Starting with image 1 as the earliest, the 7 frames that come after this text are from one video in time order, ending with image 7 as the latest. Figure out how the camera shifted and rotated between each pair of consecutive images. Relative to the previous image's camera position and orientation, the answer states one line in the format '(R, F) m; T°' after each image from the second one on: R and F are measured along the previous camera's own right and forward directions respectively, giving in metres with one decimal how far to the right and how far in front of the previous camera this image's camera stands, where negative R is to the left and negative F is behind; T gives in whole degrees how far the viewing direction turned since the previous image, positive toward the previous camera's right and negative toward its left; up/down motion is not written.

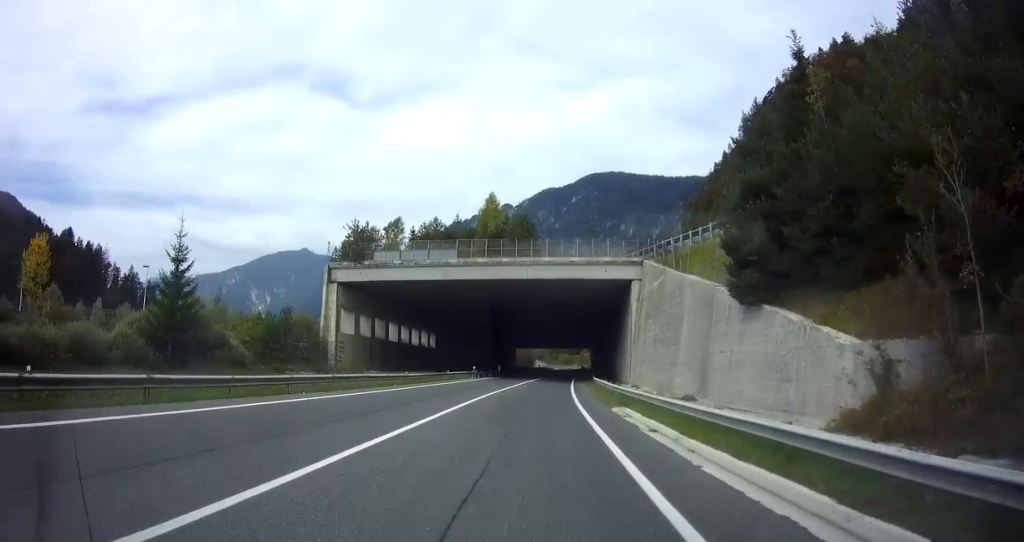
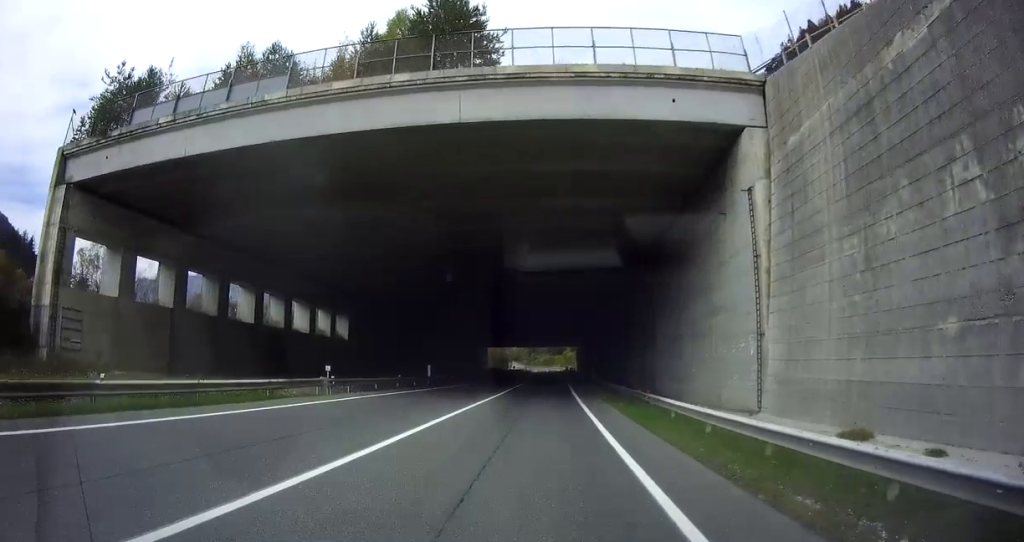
(+0.6, +36.2) m; +3°
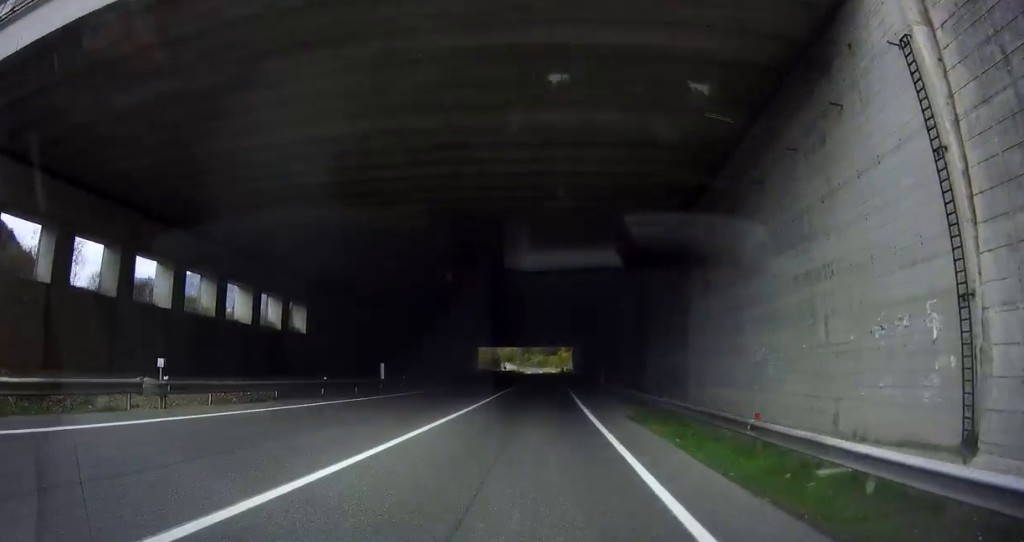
(+0.2, +10.3) m; +1°
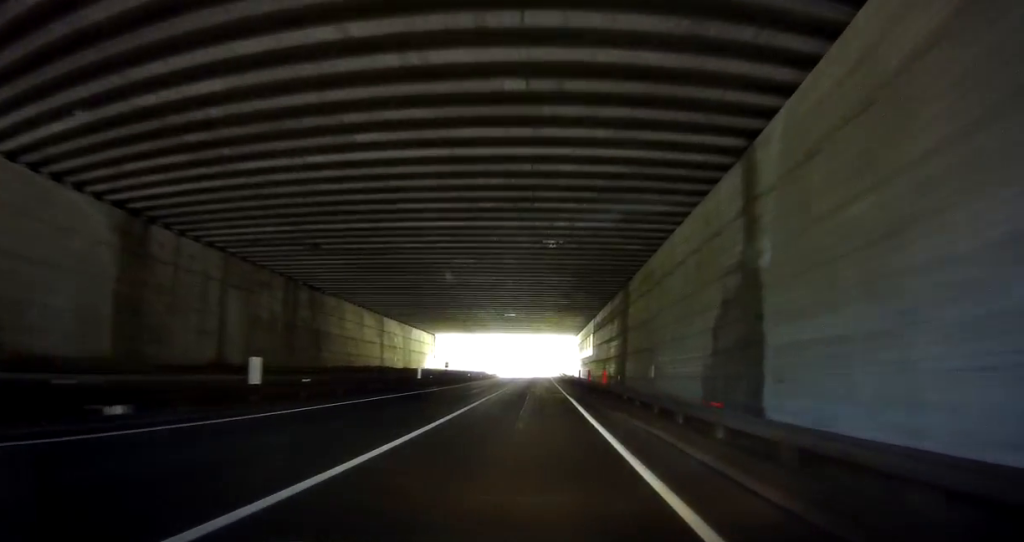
(-0.1, +60.0) m; -2°
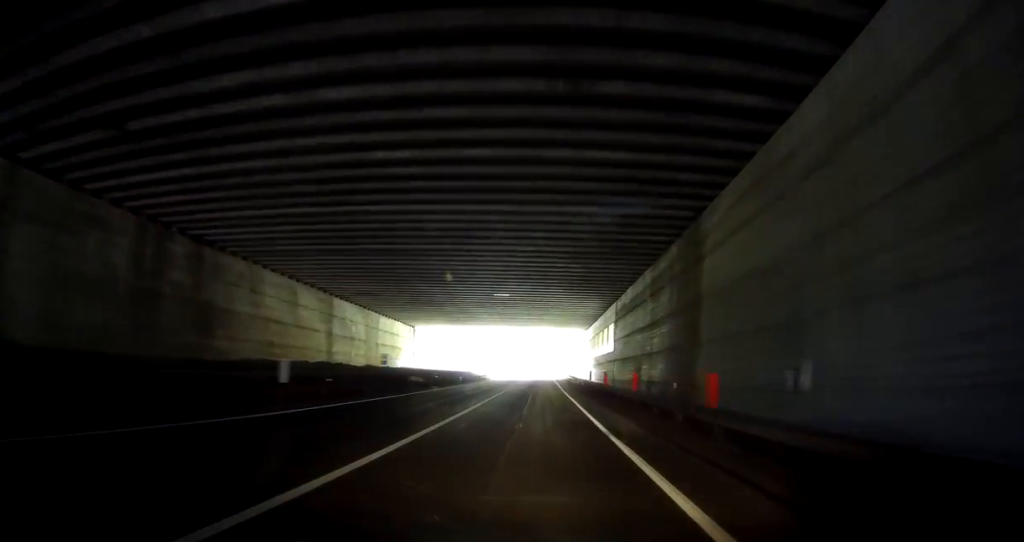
(0.0, +21.2) m; 0°
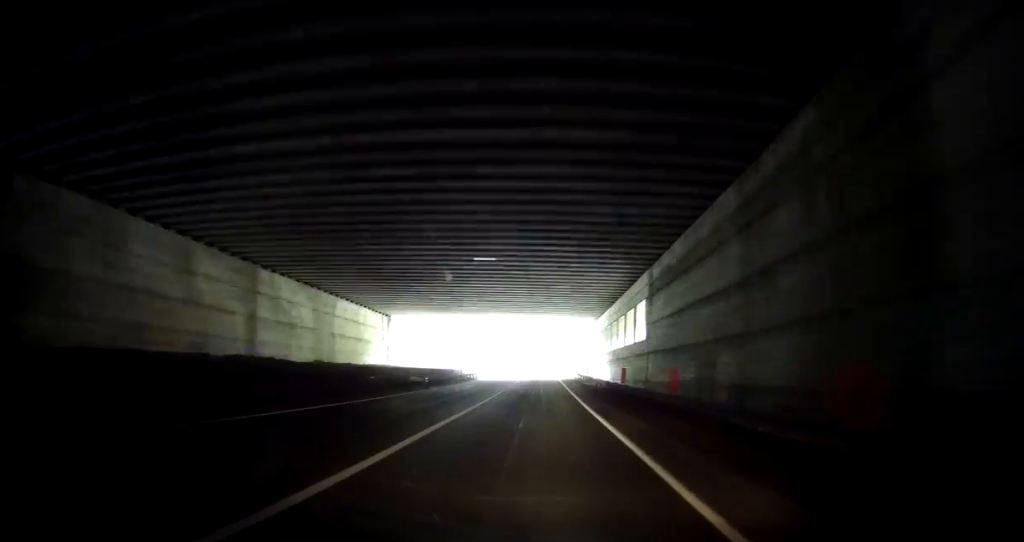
(0.0, +17.4) m; 0°
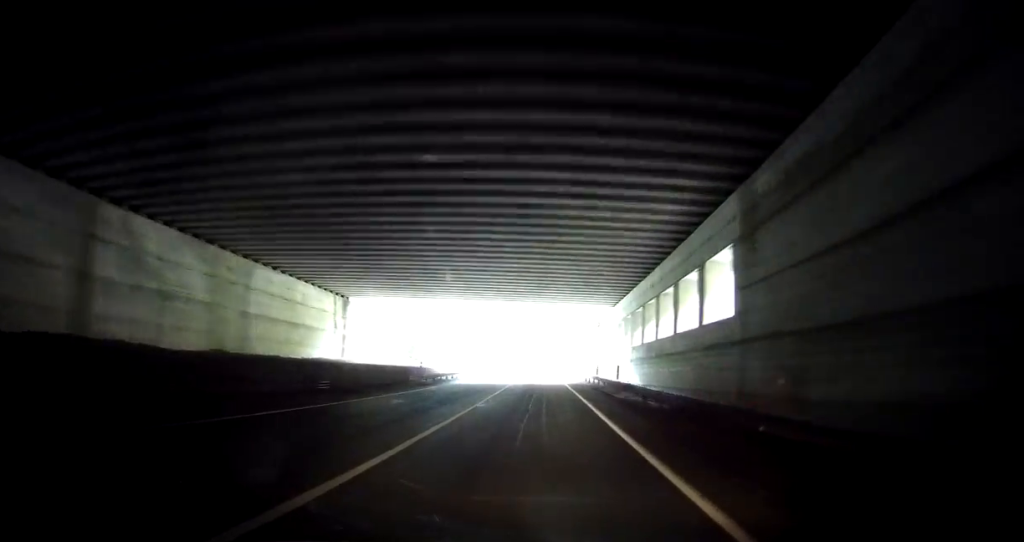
(0.0, +19.0) m; 0°
